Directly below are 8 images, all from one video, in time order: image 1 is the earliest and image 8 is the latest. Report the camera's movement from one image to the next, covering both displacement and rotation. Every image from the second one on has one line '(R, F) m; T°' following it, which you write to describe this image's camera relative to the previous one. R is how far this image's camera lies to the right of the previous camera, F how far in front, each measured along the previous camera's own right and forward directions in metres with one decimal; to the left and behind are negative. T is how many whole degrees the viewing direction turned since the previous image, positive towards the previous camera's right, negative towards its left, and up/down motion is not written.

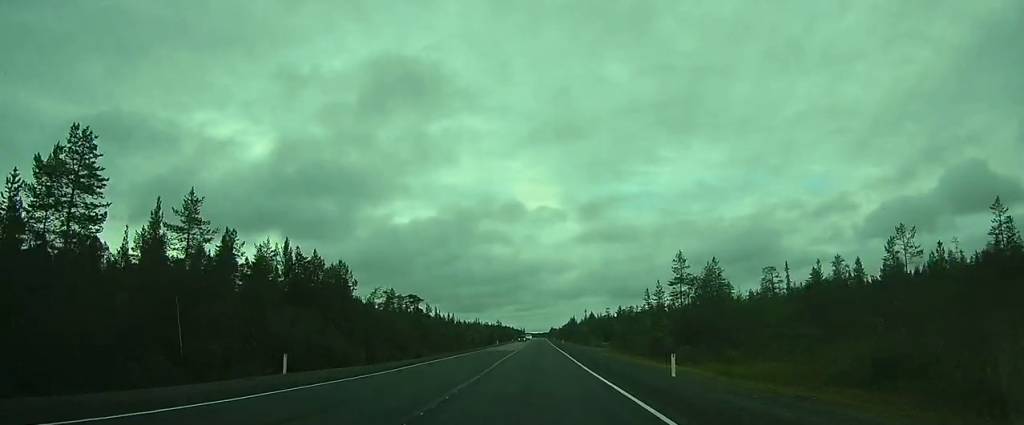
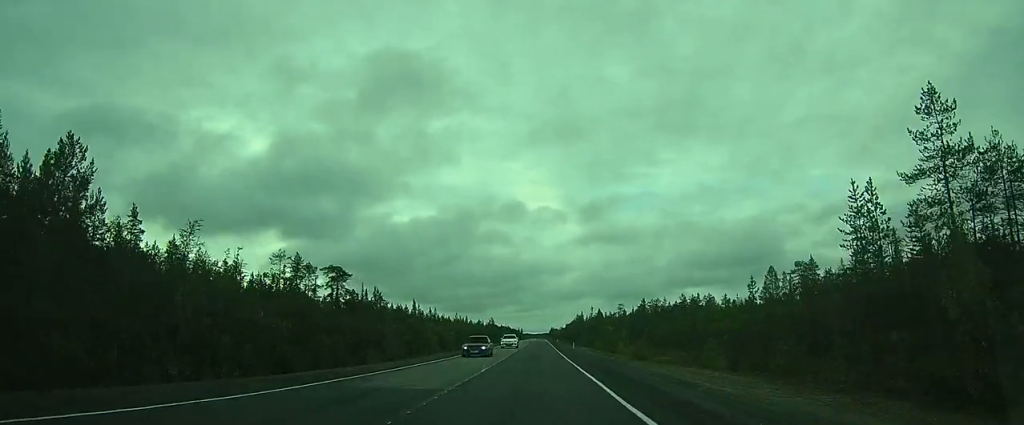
(0.0, +39.5) m; 0°
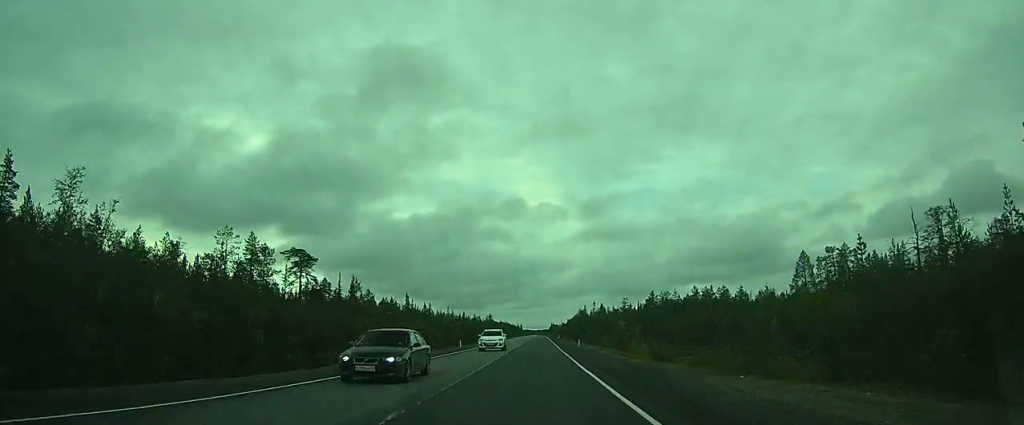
(0.0, +10.3) m; 0°
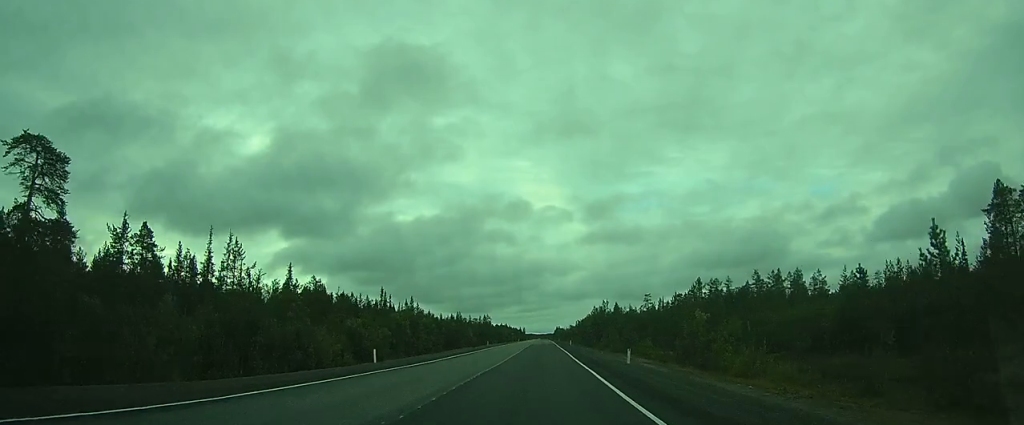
(+0.1, +32.9) m; 0°
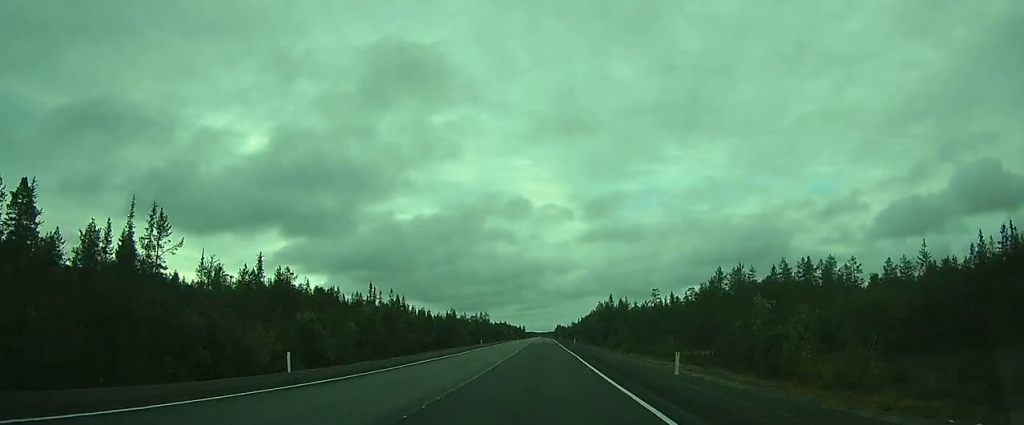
(-0.1, +10.3) m; 0°
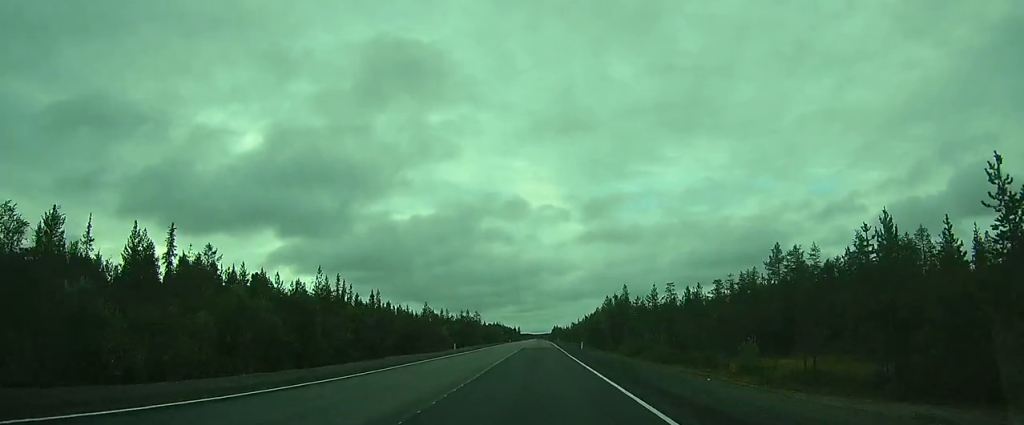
(-0.1, +20.6) m; 0°
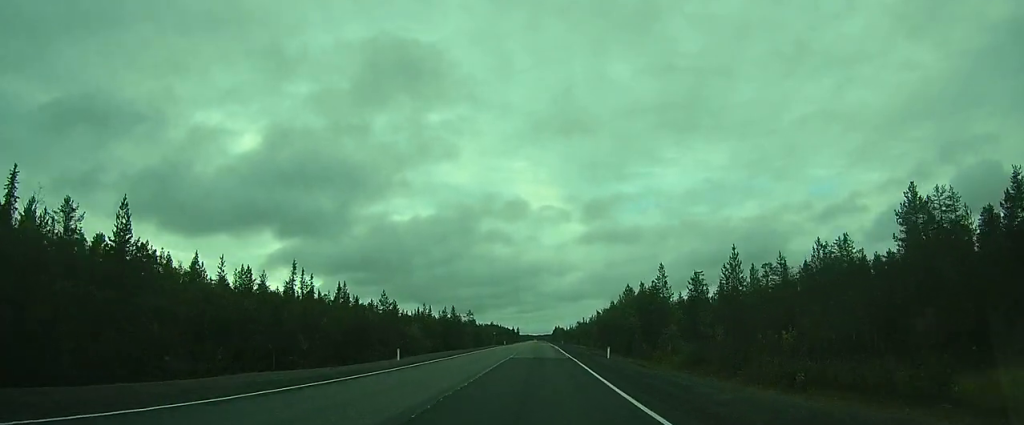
(-0.1, +22.9) m; 0°
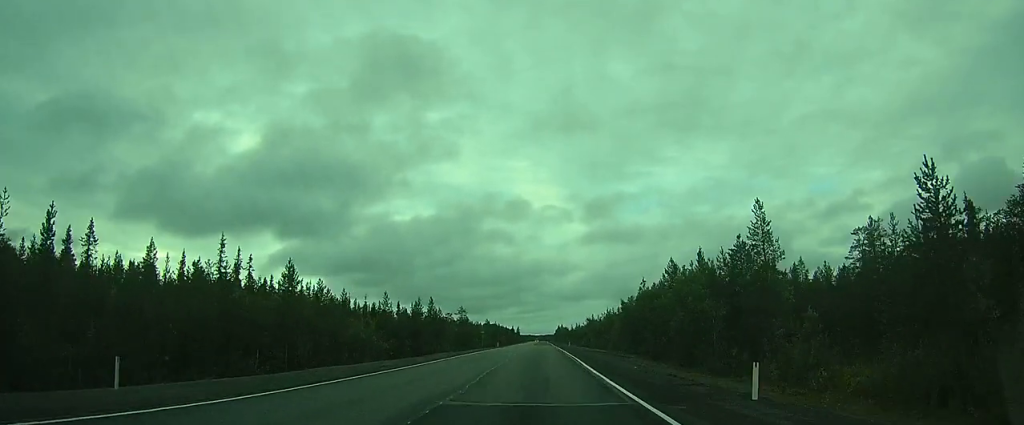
(0.0, +24.4) m; 0°
